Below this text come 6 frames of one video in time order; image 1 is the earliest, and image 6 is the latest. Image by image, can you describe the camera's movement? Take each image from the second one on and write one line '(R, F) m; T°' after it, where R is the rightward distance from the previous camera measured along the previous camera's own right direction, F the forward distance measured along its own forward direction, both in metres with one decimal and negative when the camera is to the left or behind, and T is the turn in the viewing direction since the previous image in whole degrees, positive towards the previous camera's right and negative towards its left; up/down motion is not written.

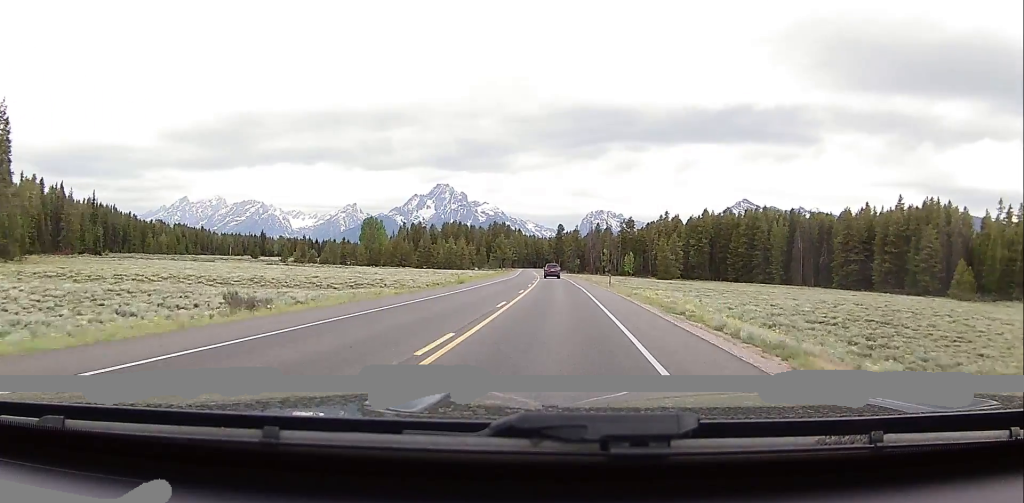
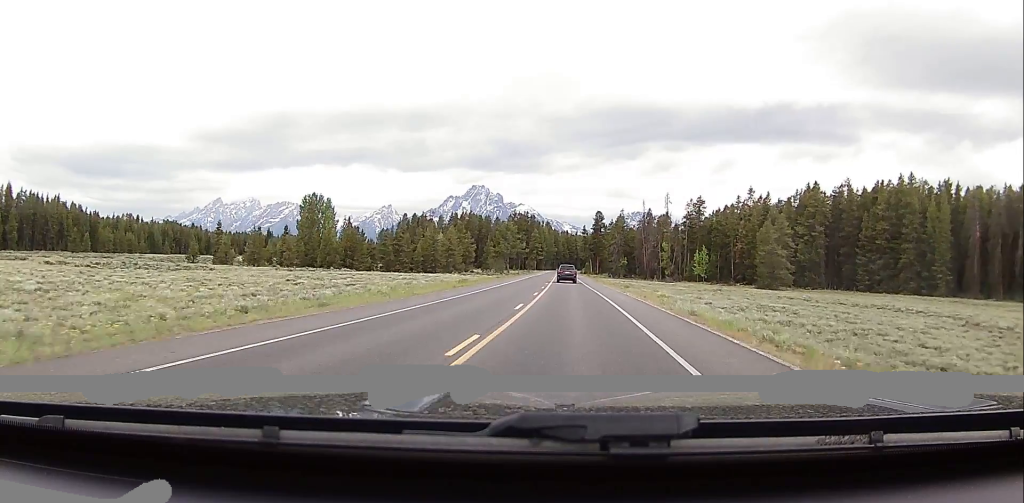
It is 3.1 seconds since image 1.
(+0.1, +72.0) m; -3°
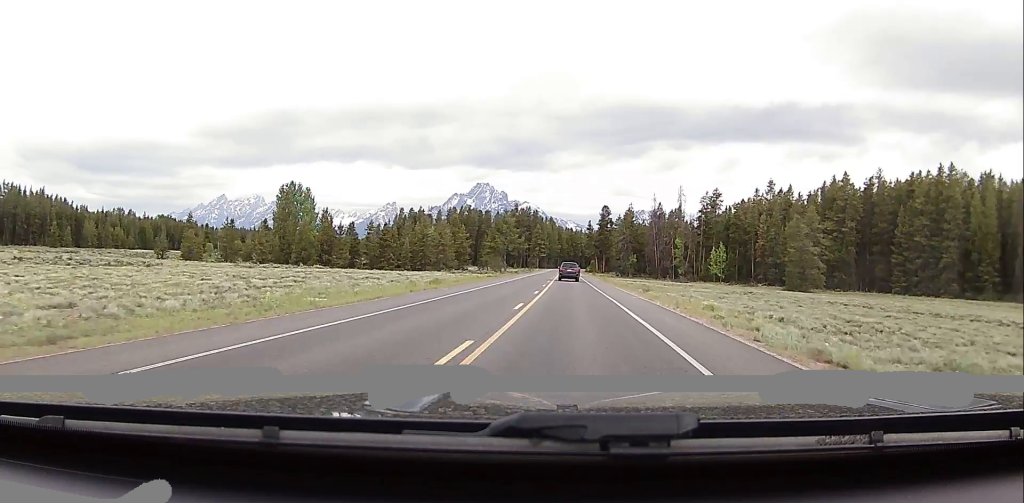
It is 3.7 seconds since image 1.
(-0.1, +13.5) m; -1°
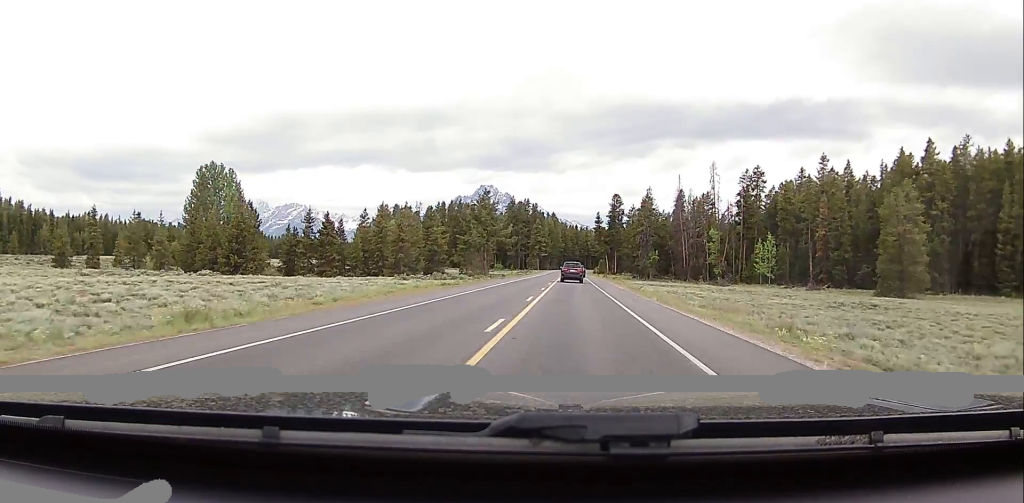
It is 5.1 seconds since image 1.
(-0.1, +30.8) m; +1°
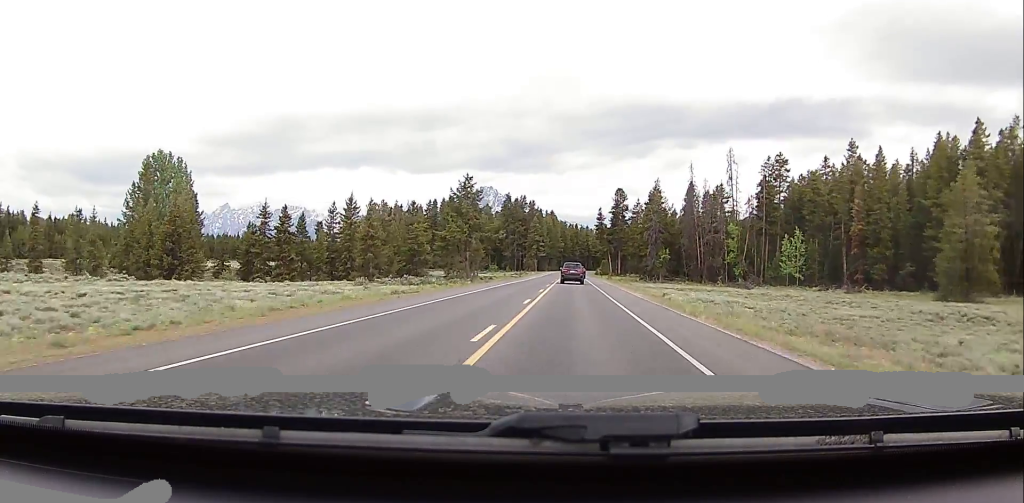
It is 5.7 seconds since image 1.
(+0.1, +13.4) m; +1°
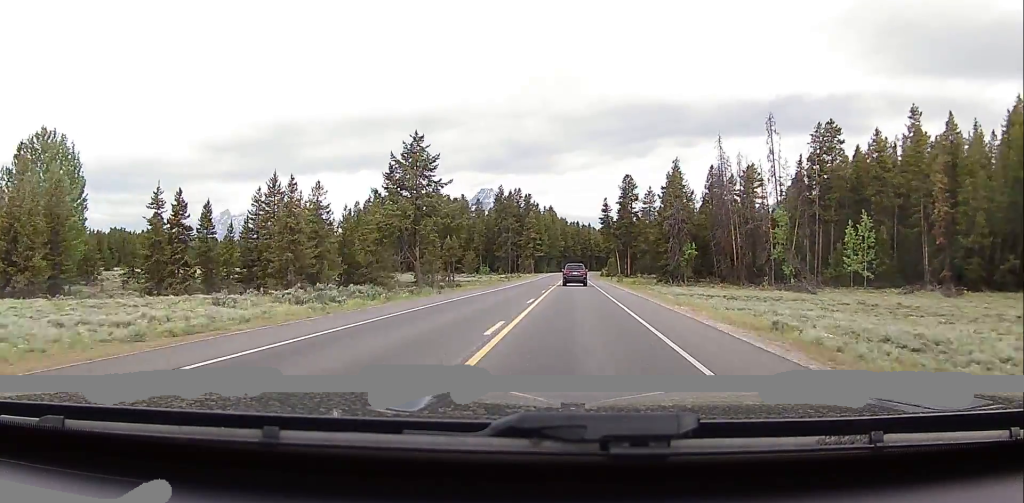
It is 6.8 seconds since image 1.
(+0.5, +22.1) m; 0°
